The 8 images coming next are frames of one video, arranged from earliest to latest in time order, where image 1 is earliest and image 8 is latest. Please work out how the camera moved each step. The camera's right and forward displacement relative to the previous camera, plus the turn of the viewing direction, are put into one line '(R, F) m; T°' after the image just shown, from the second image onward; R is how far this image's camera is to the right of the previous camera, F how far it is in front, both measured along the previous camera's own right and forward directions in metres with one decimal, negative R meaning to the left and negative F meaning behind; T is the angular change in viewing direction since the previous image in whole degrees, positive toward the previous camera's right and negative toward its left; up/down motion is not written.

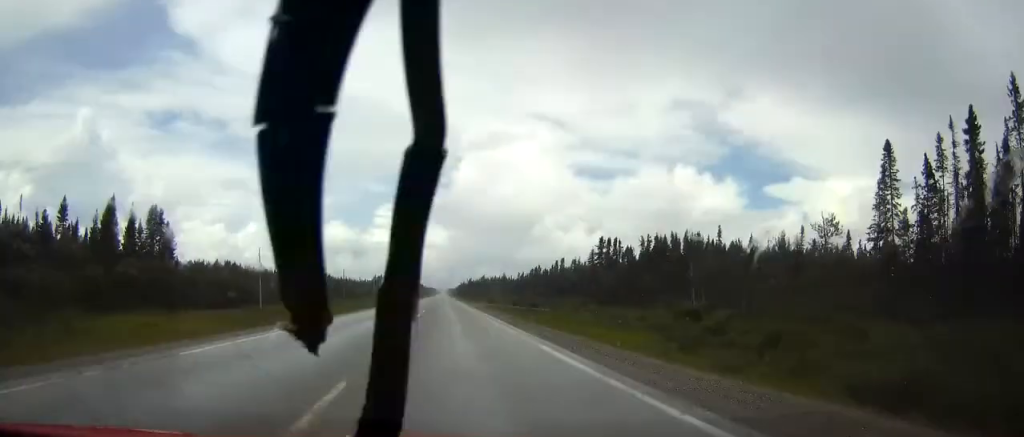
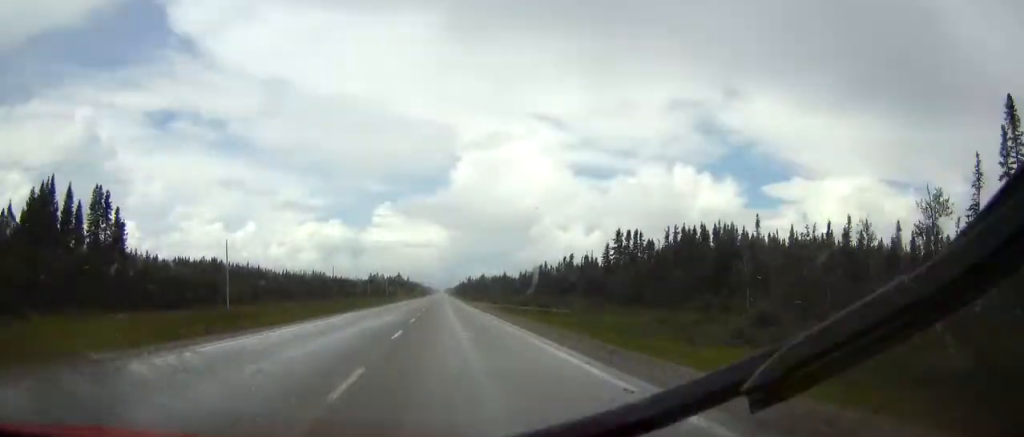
(+0.1, +16.7) m; 0°
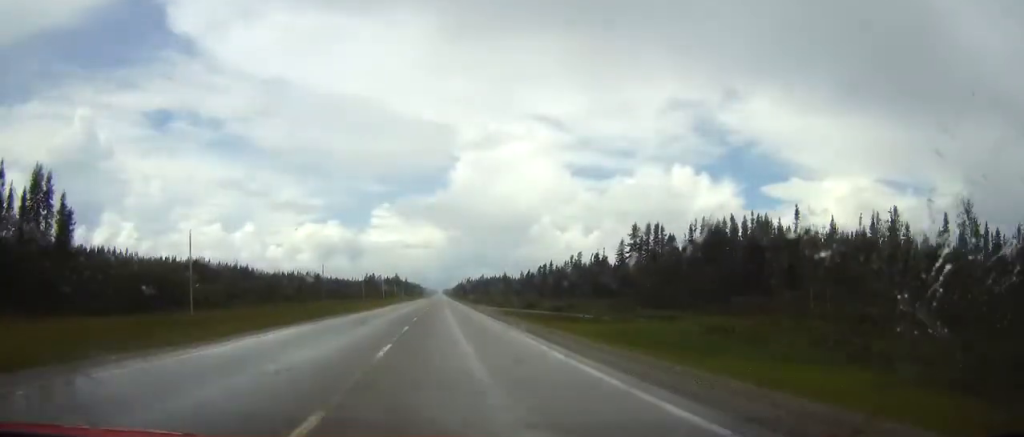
(-0.1, +13.8) m; 0°
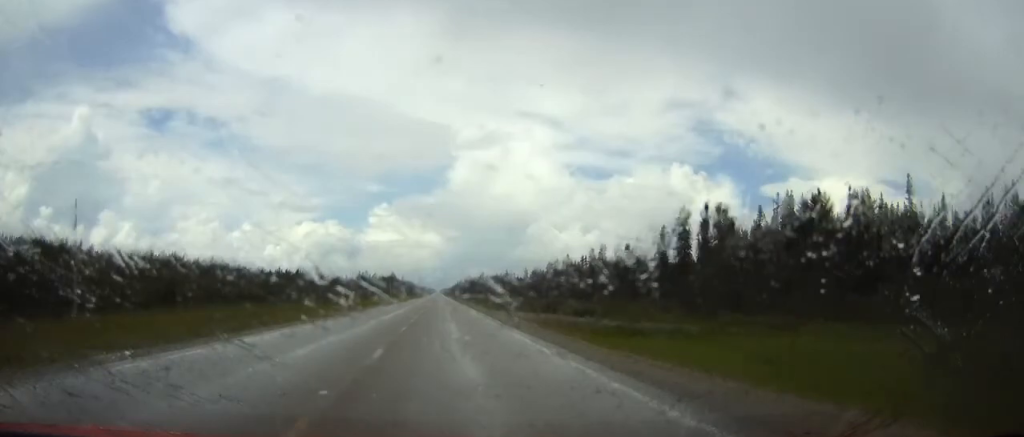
(-0.1, +27.6) m; 0°
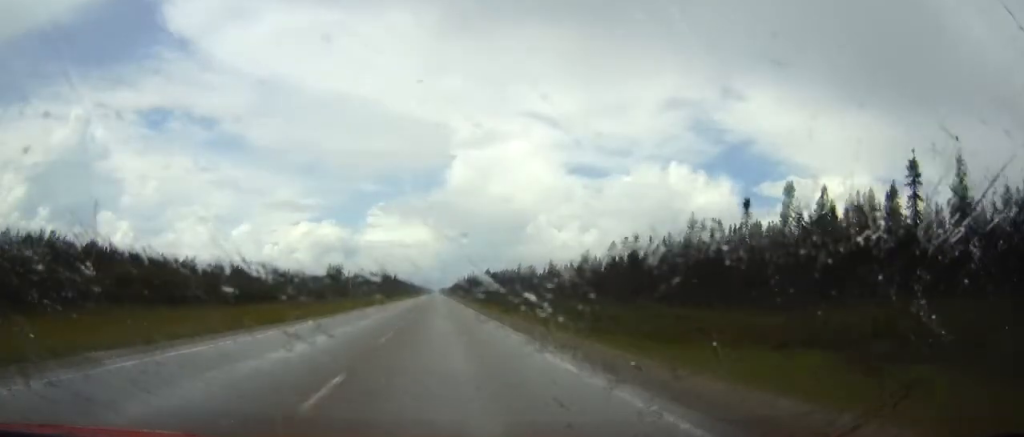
(+0.5, +86.1) m; 0°
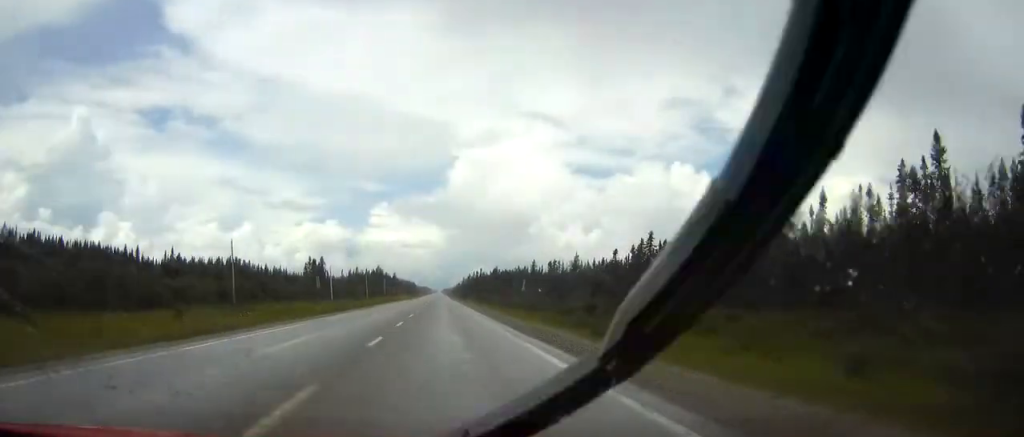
(0.0, +46.7) m; 0°
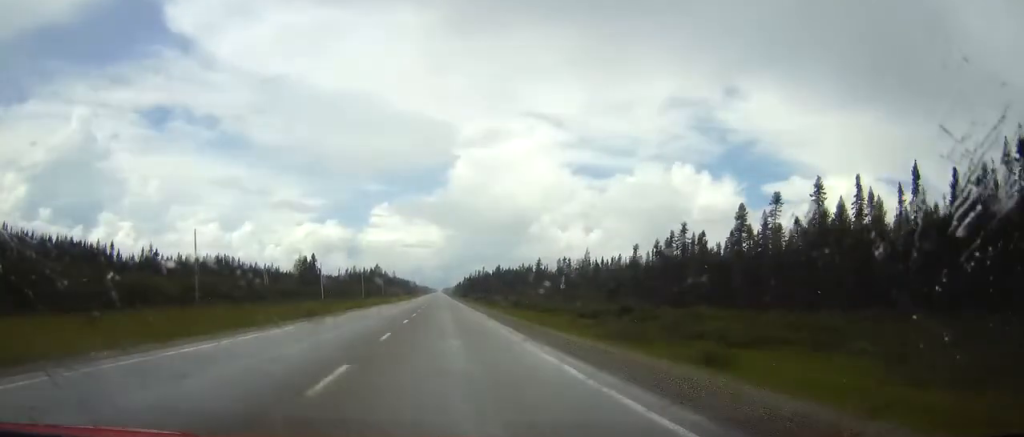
(0.0, +15.9) m; 0°
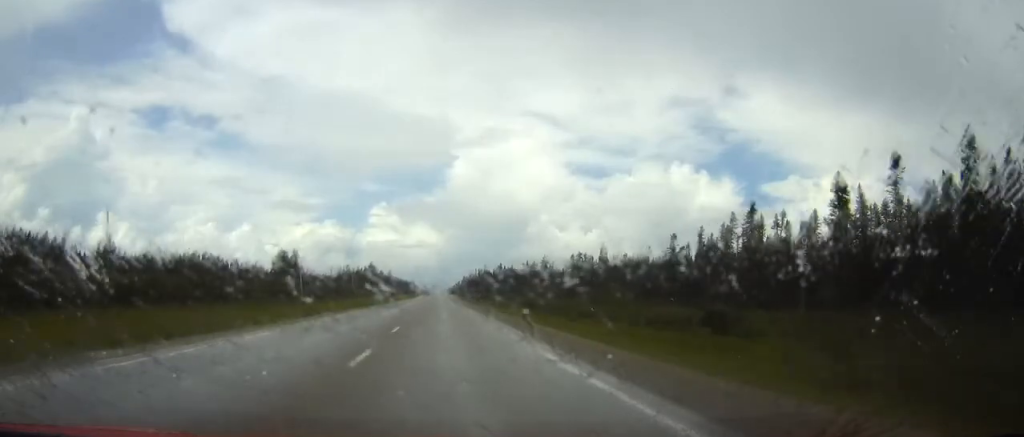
(0.0, +23.9) m; 0°
